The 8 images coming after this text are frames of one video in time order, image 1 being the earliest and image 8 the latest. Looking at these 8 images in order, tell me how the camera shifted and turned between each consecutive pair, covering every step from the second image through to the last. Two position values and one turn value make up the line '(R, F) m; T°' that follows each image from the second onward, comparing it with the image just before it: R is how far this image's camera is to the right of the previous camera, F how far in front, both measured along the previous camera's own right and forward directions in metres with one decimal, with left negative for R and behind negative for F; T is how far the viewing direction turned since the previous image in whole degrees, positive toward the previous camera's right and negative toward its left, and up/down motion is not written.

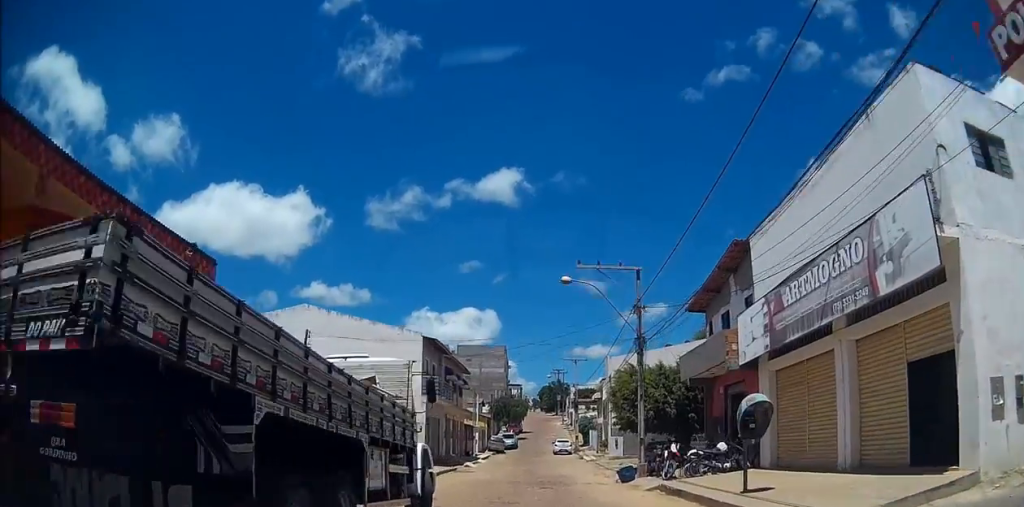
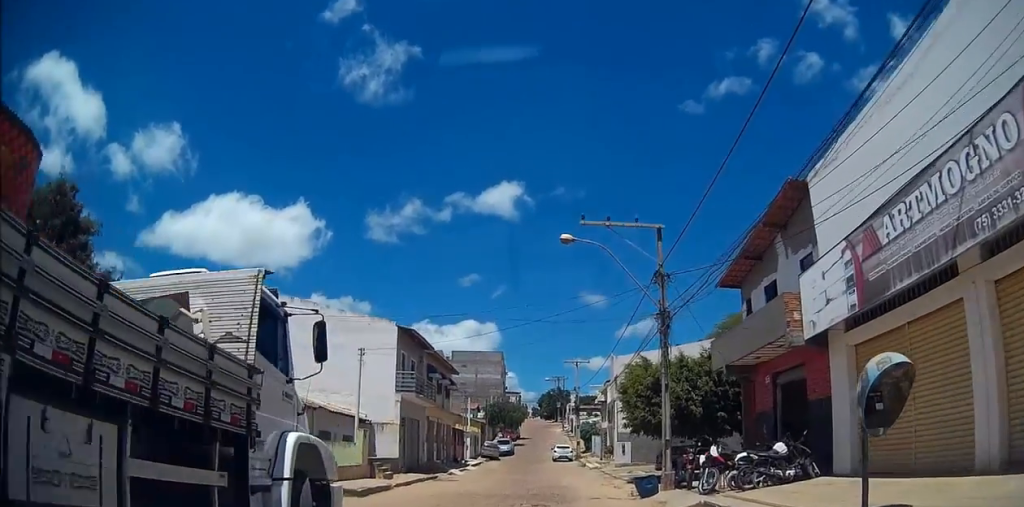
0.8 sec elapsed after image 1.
(0.0, +5.5) m; -1°
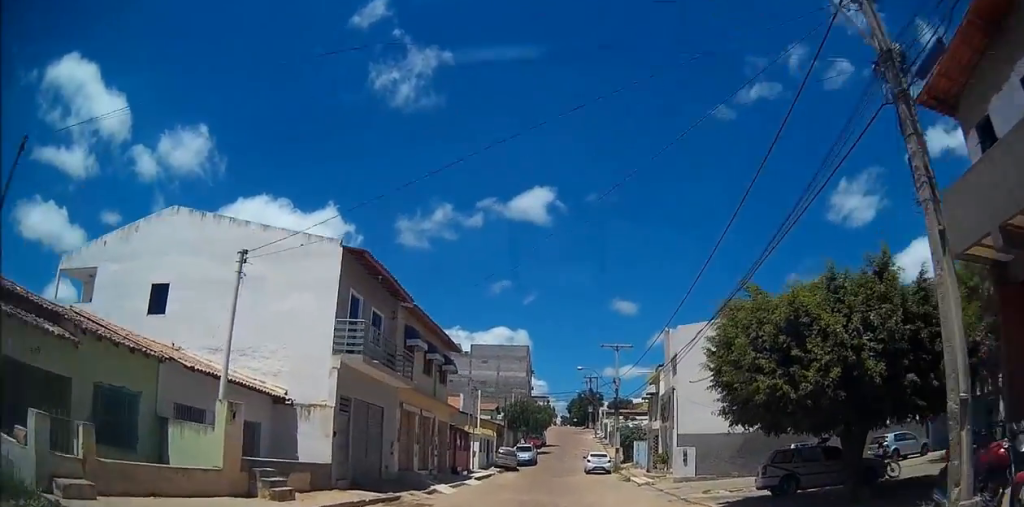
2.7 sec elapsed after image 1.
(-0.3, +12.2) m; -1°
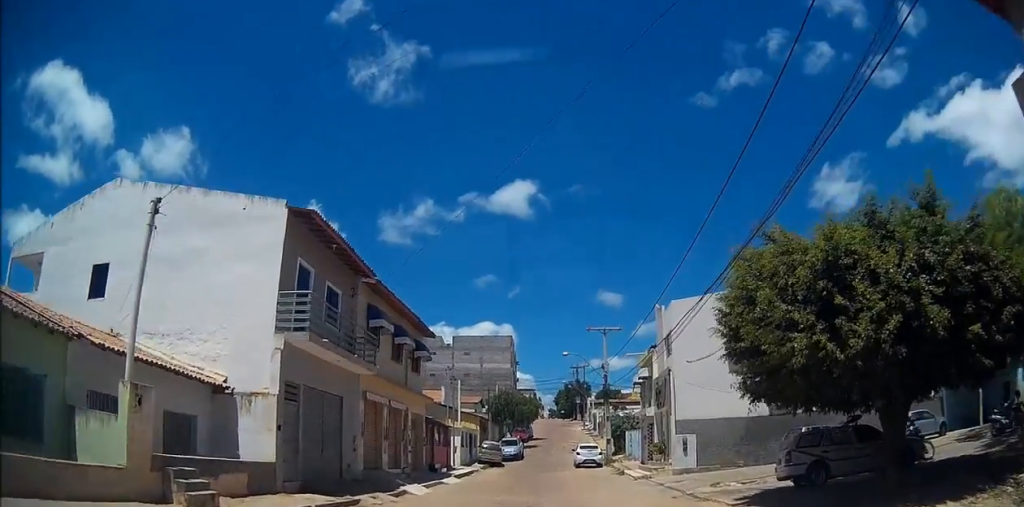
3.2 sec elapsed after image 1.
(-0.1, +2.9) m; +1°
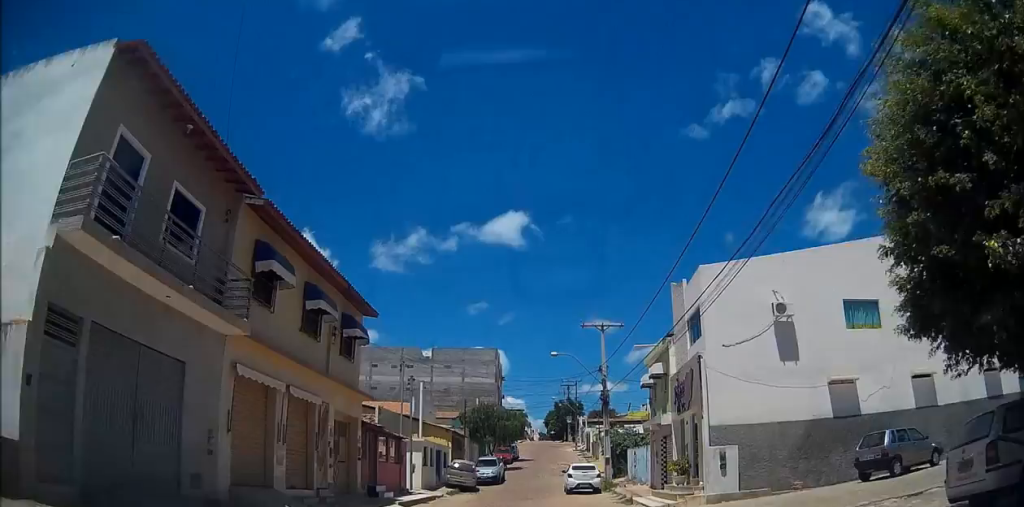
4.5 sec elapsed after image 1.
(+0.4, +8.1) m; +3°
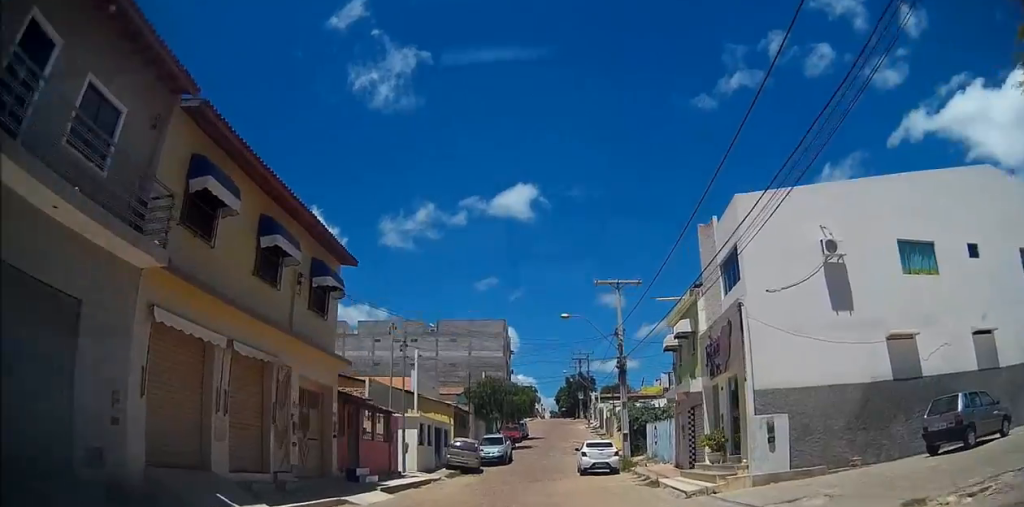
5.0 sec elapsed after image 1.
(-0.1, +2.9) m; +1°
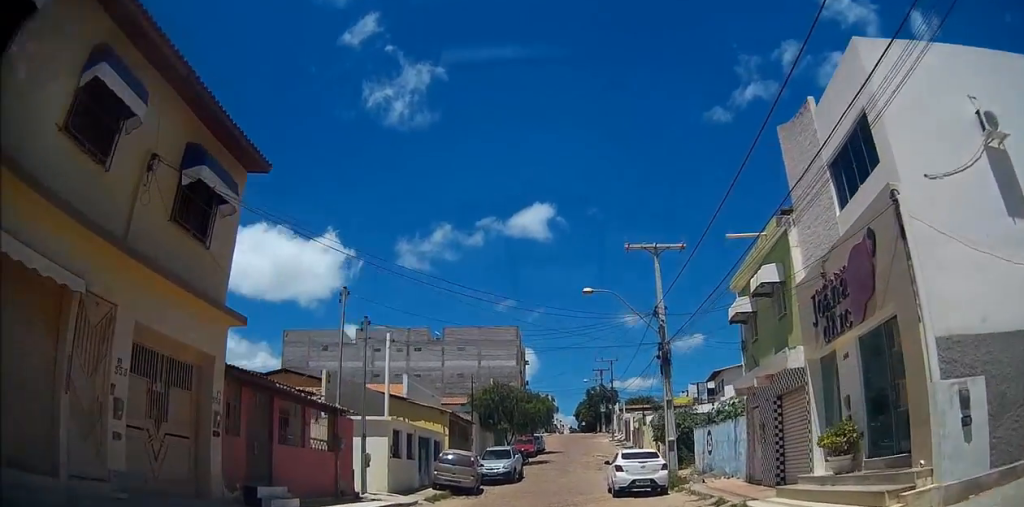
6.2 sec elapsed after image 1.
(+0.3, +7.0) m; +2°
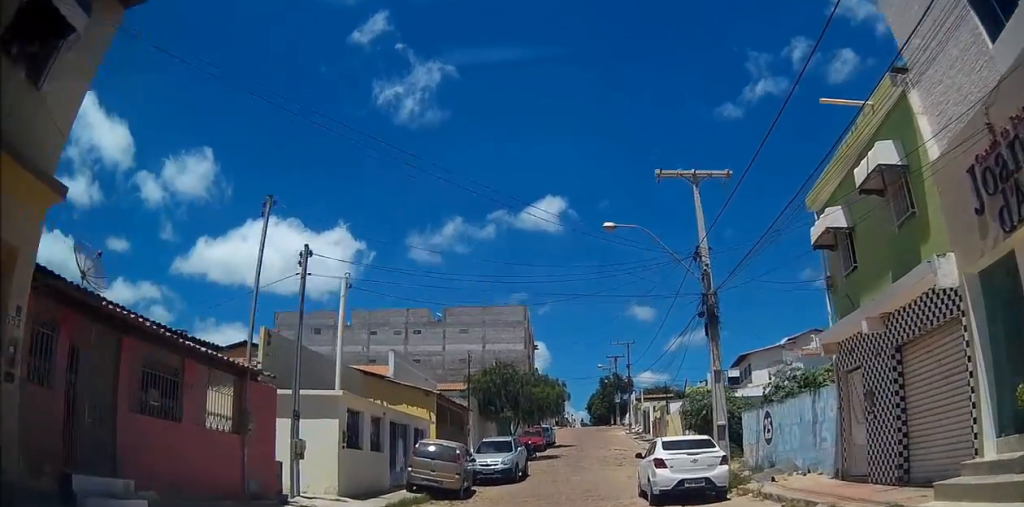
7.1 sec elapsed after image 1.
(-0.1, +5.8) m; -2°
